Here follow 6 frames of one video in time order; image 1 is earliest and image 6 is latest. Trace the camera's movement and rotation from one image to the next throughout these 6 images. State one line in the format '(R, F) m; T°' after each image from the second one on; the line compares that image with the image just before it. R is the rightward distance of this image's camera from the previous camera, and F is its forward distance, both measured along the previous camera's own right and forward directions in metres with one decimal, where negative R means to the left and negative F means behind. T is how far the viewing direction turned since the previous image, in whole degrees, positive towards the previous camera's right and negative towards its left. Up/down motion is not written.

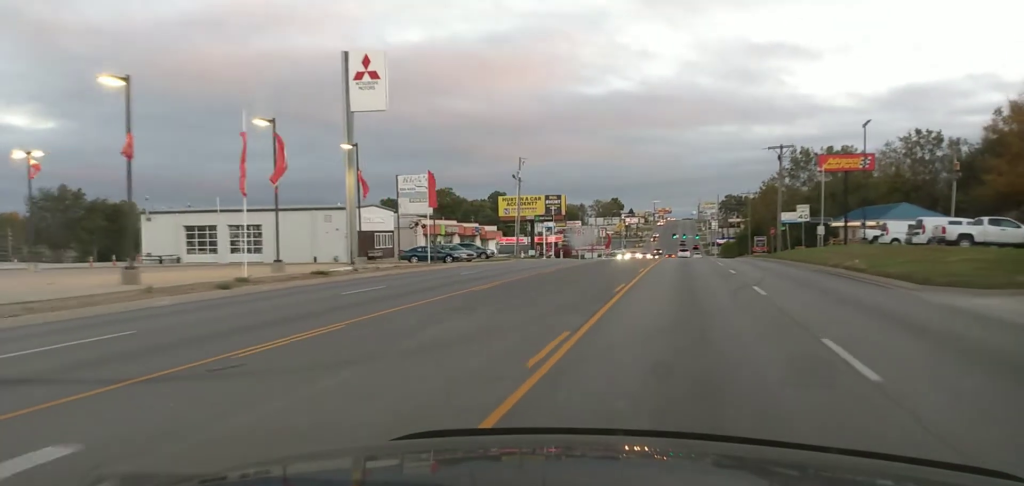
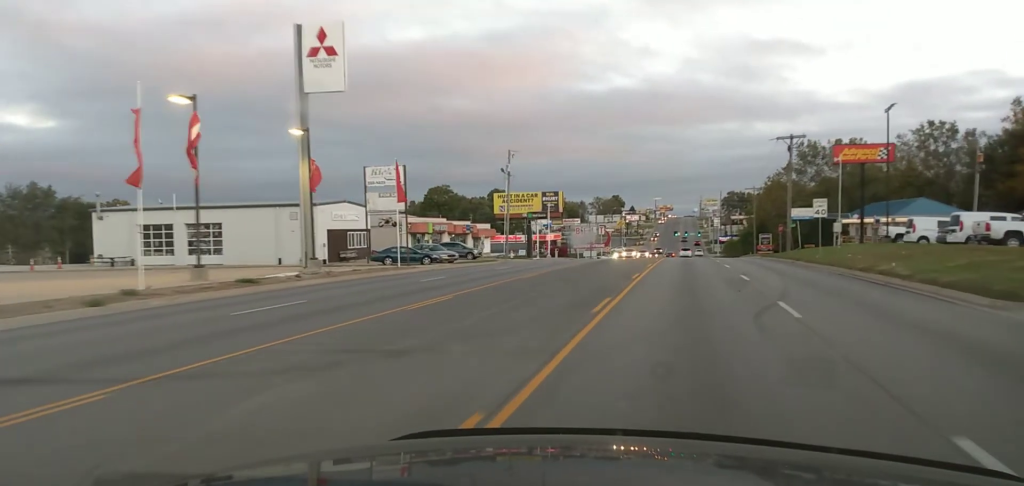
(-0.1, +5.9) m; 0°
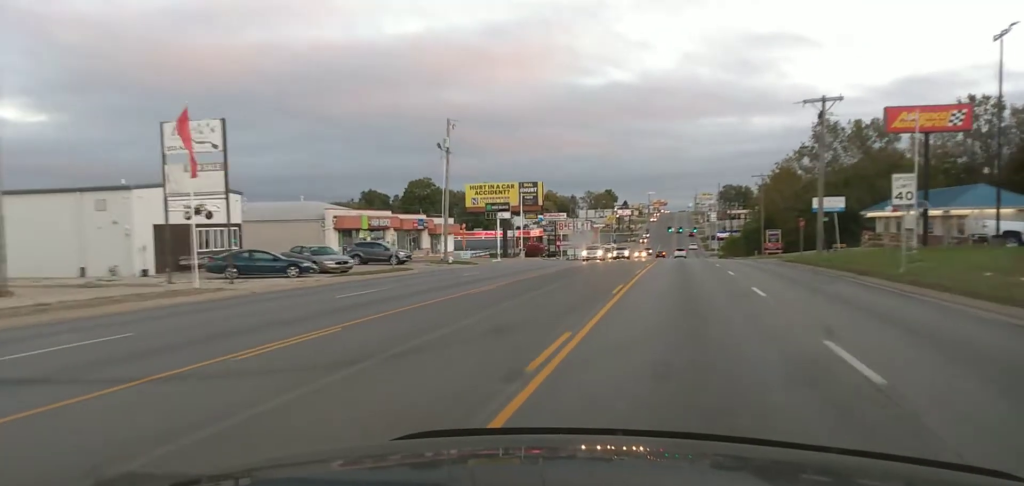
(+0.2, +18.2) m; +1°
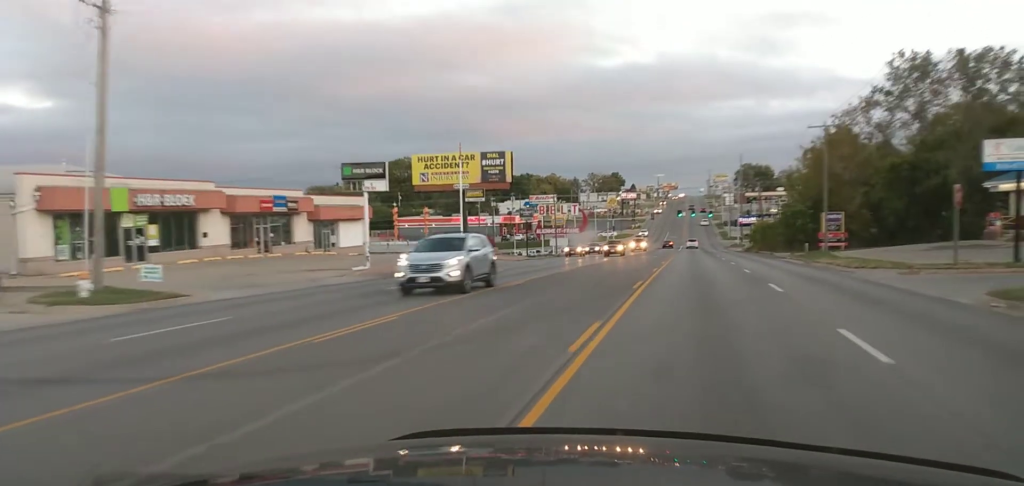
(+1.9, +34.9) m; +2°
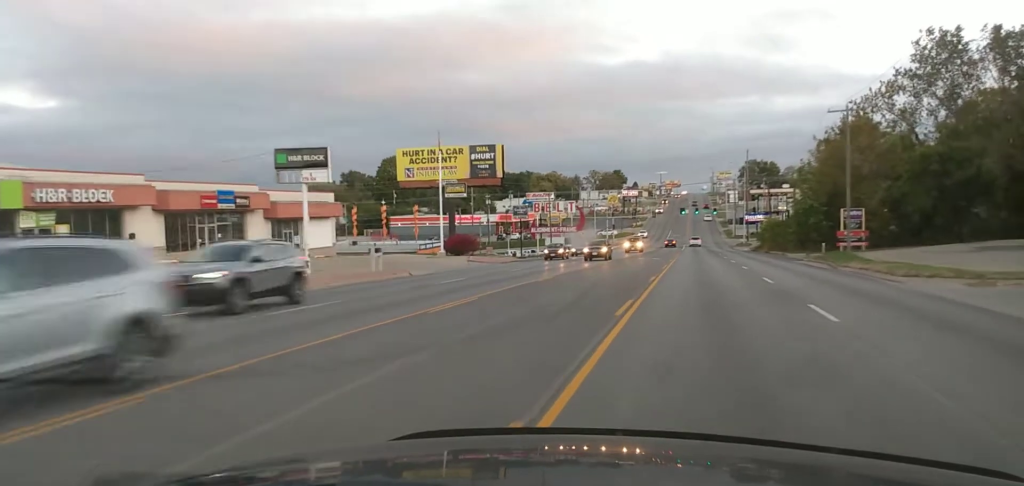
(-0.7, +8.1) m; -3°
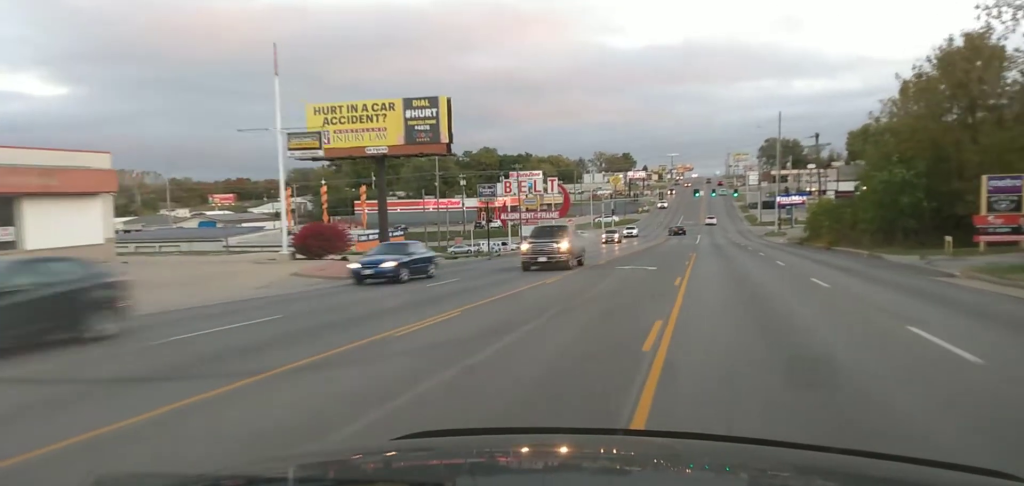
(-0.8, +30.5) m; -2°
